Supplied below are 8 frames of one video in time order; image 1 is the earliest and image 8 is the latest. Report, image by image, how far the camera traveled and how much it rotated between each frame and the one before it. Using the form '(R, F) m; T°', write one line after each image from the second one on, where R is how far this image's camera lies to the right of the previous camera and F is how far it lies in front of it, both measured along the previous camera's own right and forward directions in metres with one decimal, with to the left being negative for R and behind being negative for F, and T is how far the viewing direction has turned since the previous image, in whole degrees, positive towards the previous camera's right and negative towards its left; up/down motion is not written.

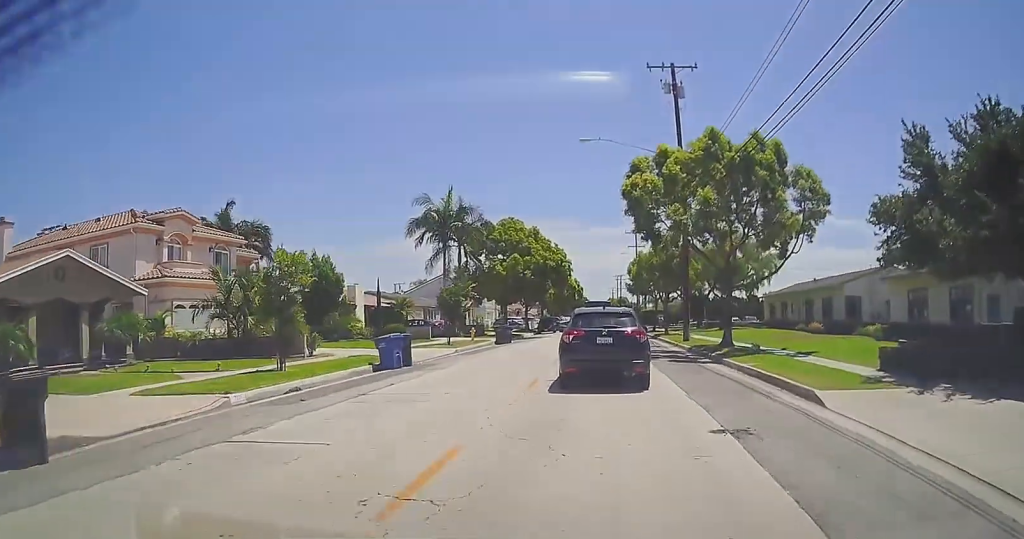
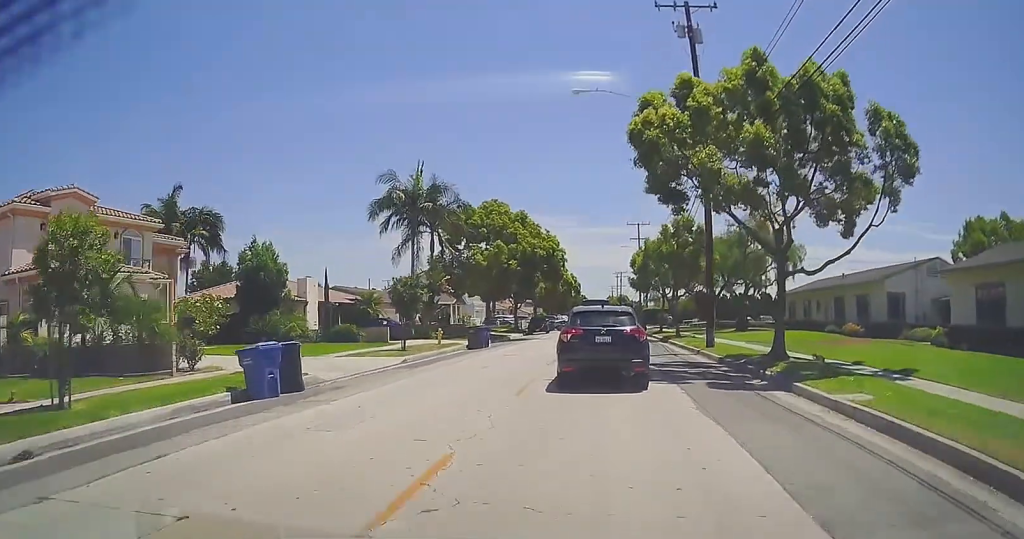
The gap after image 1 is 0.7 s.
(-0.1, +7.8) m; 0°
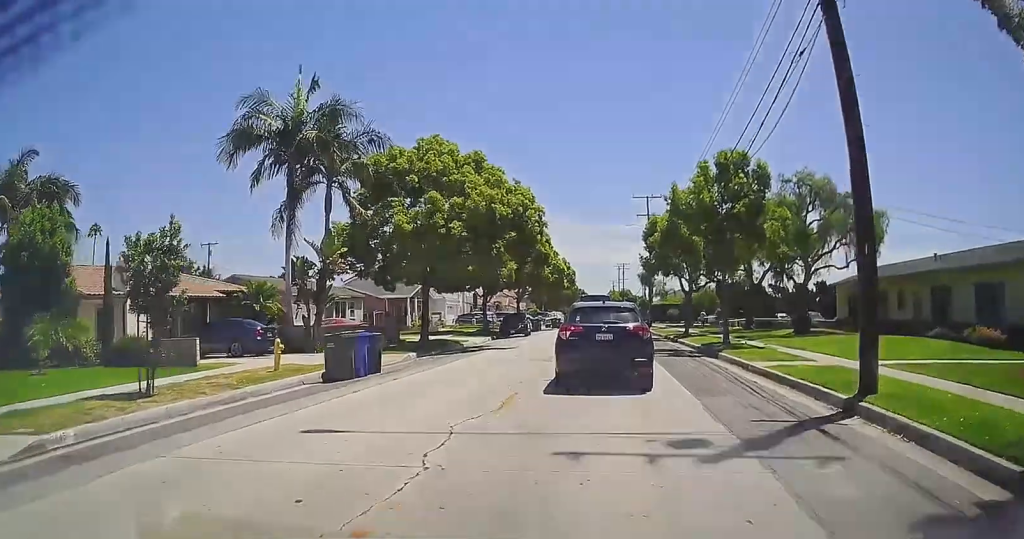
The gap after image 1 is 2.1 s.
(+0.2, +17.2) m; 0°
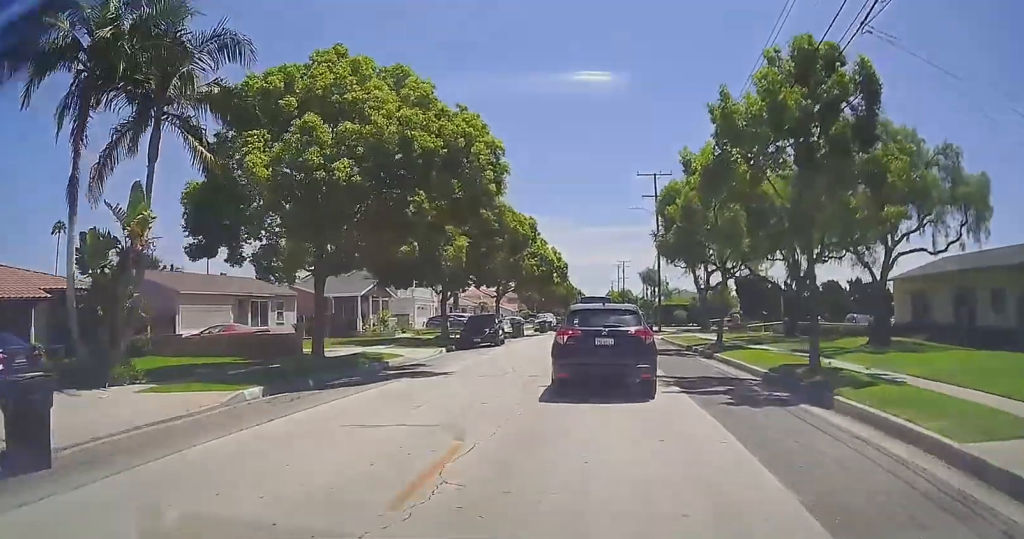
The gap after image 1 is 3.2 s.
(-0.1, +12.1) m; 0°
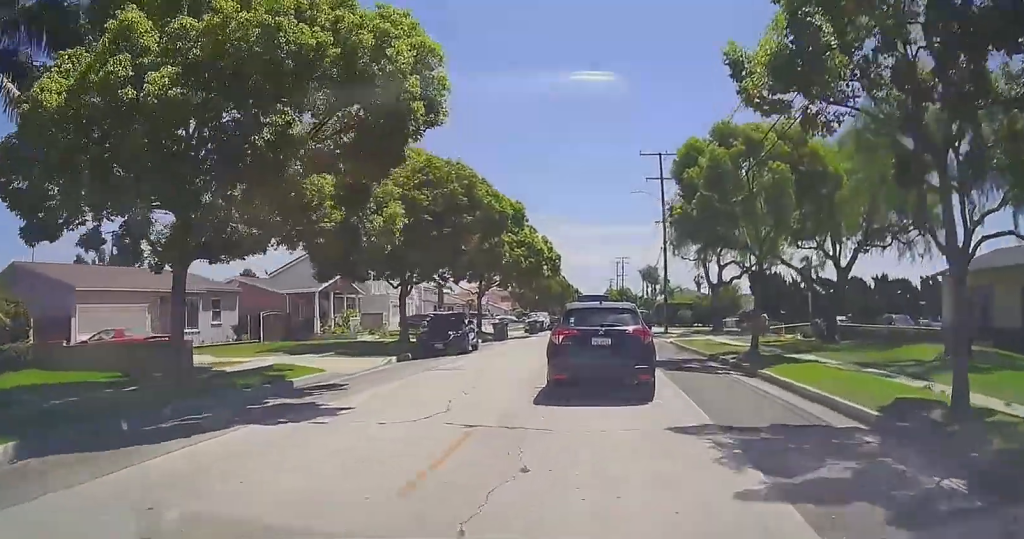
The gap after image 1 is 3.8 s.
(0.0, +6.9) m; +1°
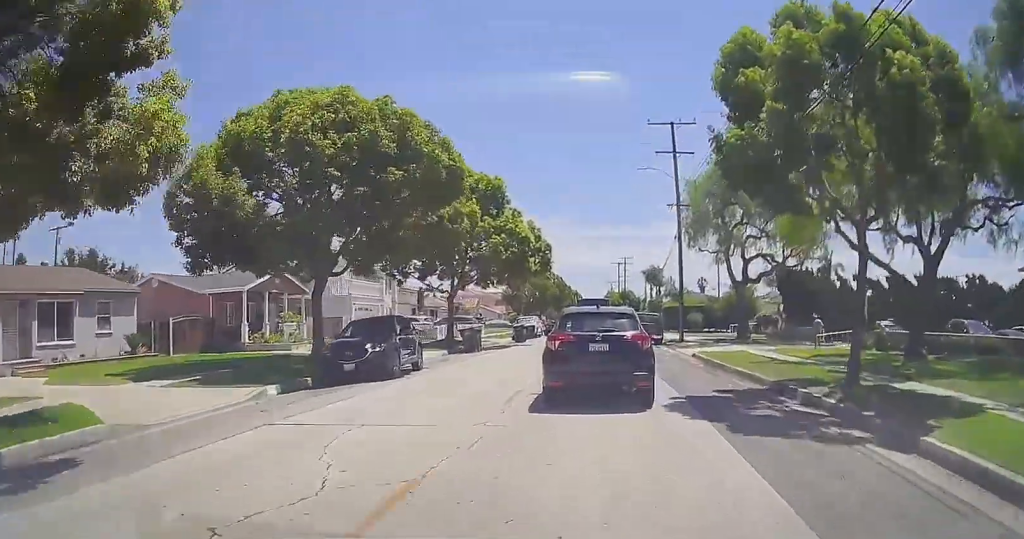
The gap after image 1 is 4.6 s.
(+0.1, +9.0) m; +1°
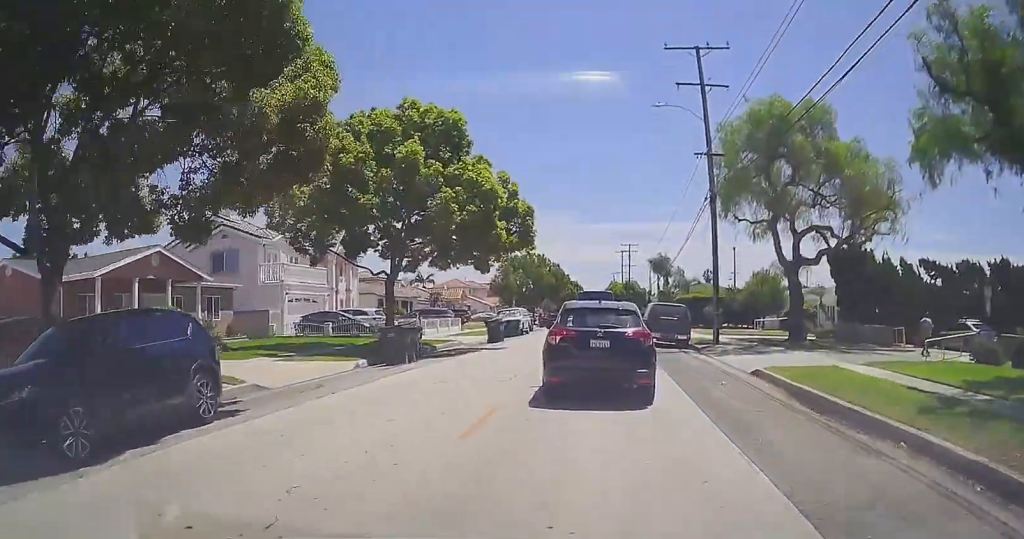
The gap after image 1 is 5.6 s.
(+0.2, +11.2) m; 0°
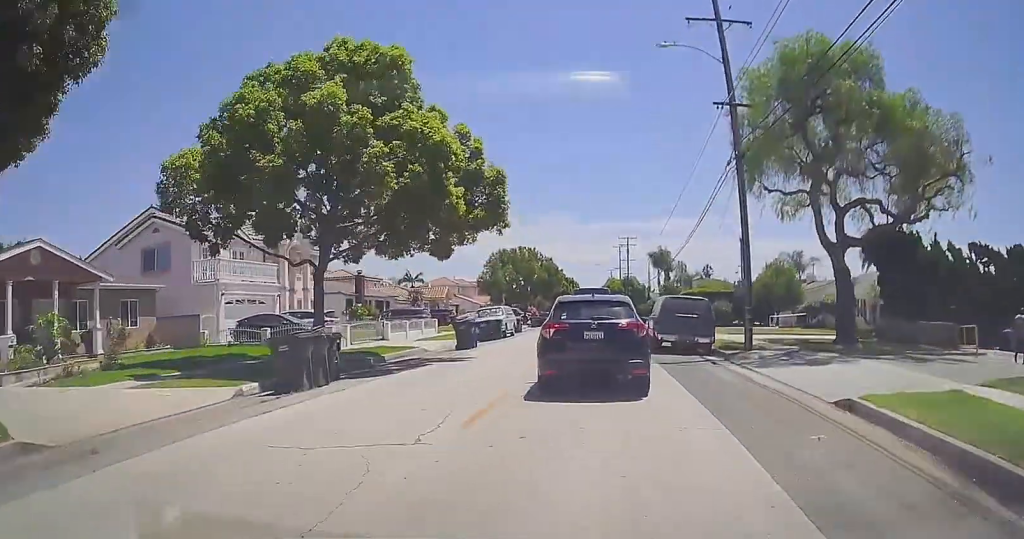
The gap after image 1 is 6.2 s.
(0.0, +6.5) m; -1°
